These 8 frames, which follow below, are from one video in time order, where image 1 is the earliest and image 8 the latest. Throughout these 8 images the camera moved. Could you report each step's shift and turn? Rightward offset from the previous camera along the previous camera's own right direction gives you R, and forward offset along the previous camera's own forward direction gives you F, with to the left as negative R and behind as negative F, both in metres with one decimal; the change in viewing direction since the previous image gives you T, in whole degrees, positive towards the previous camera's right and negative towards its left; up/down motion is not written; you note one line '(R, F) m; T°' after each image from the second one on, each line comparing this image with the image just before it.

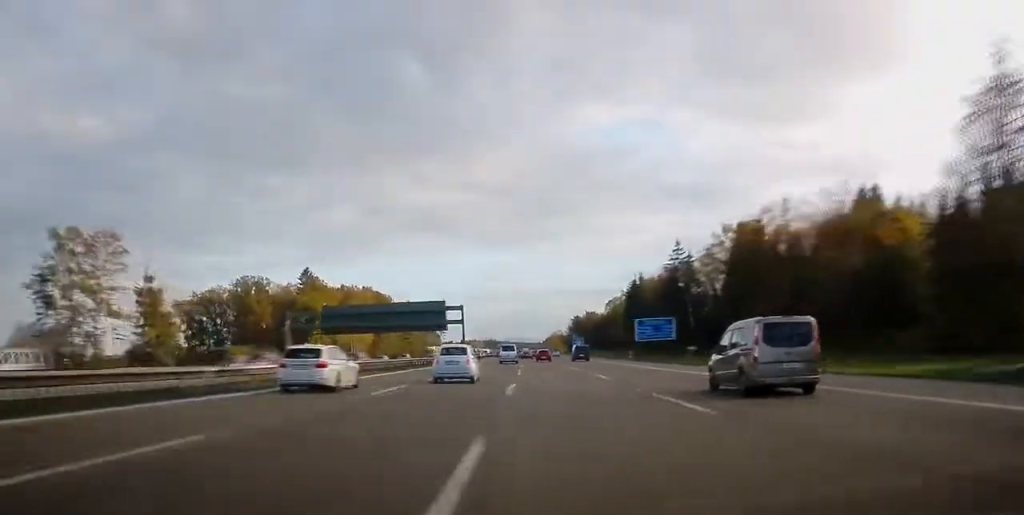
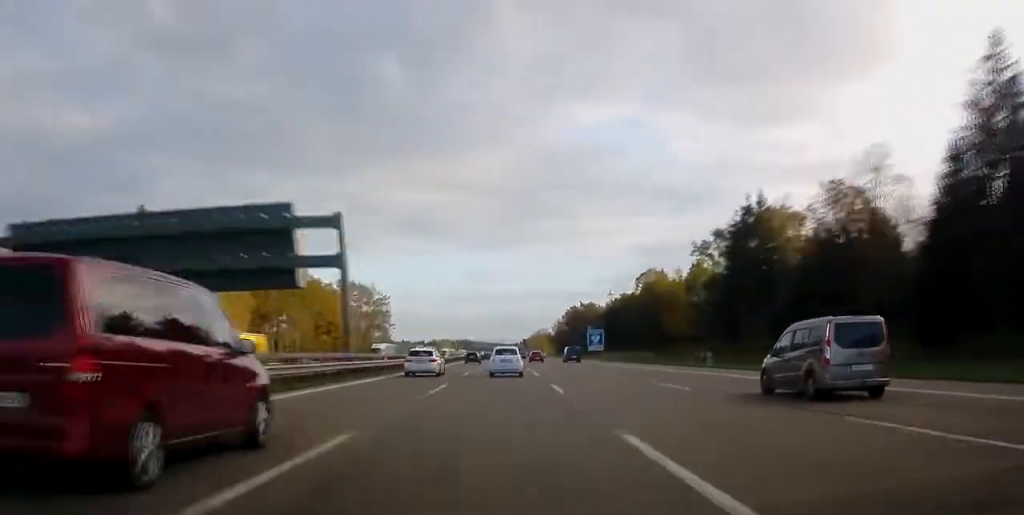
(+0.2, +91.6) m; 0°
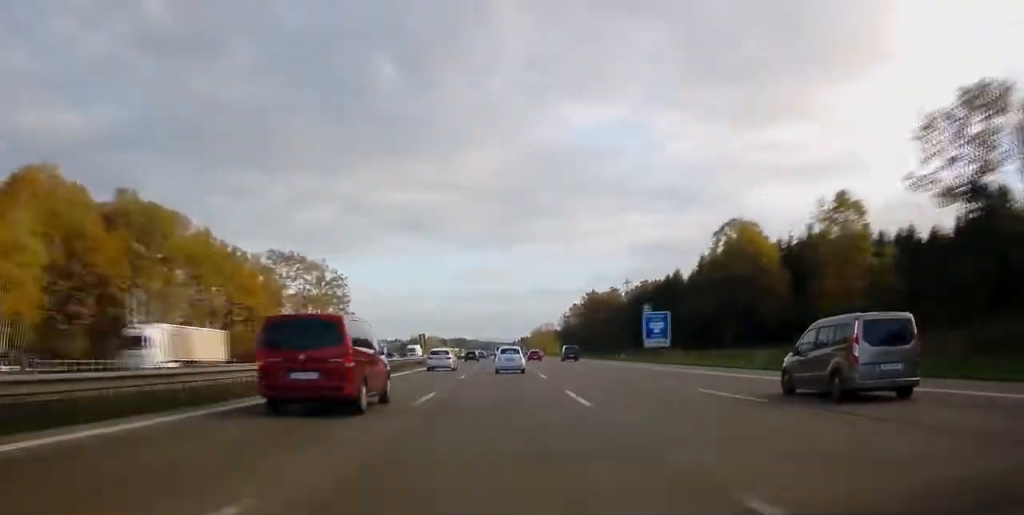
(+0.3, +61.6) m; 0°
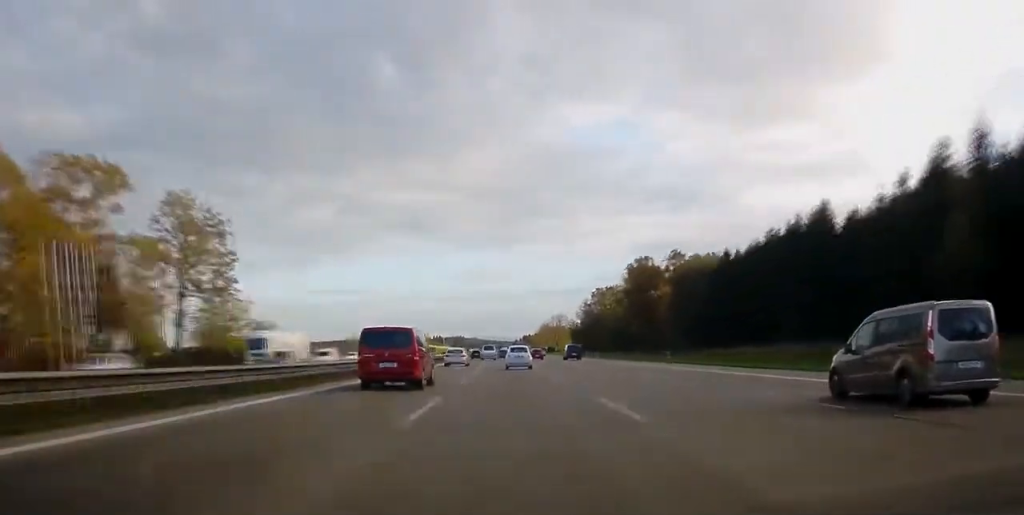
(+0.3, +75.8) m; 0°
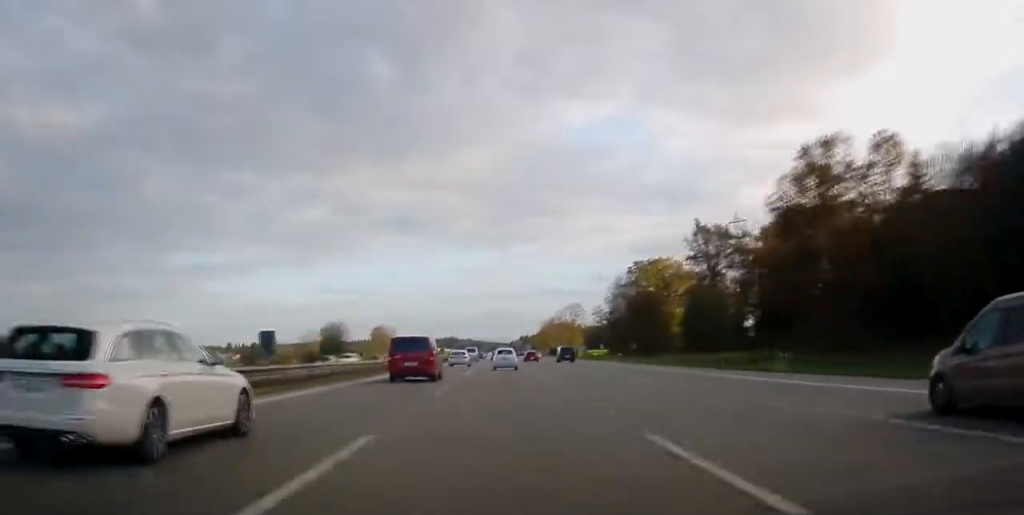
(+0.2, +80.6) m; 0°
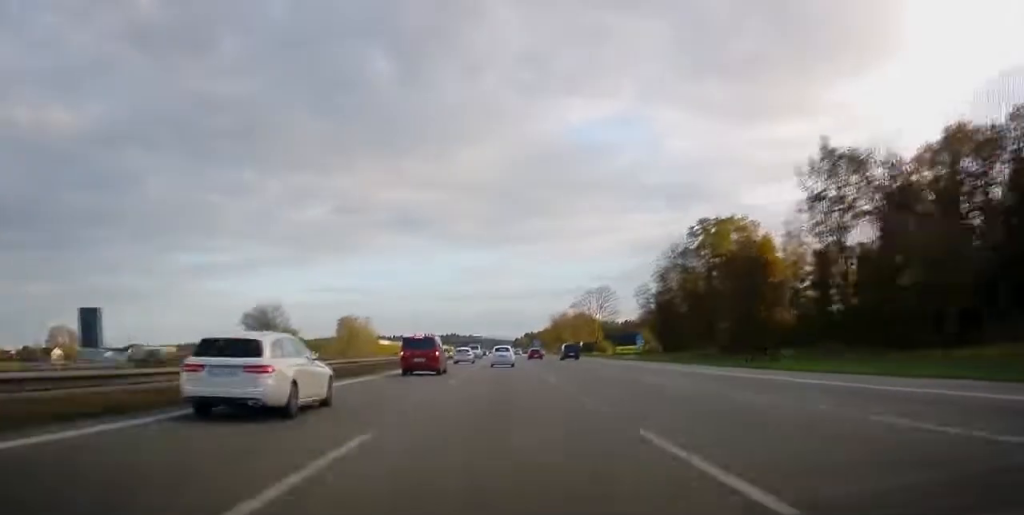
(-0.1, +52.0) m; 0°
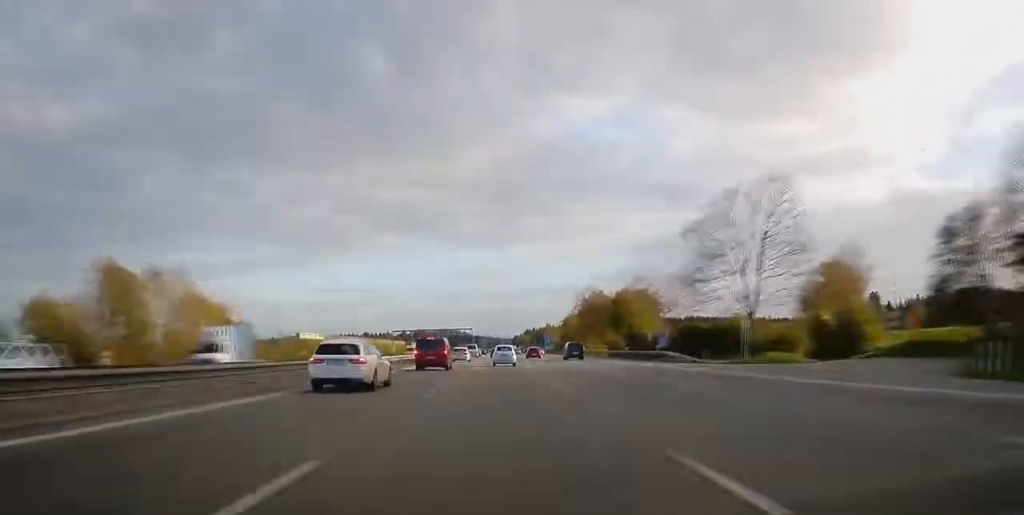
(-0.4, +106.9) m; 0°
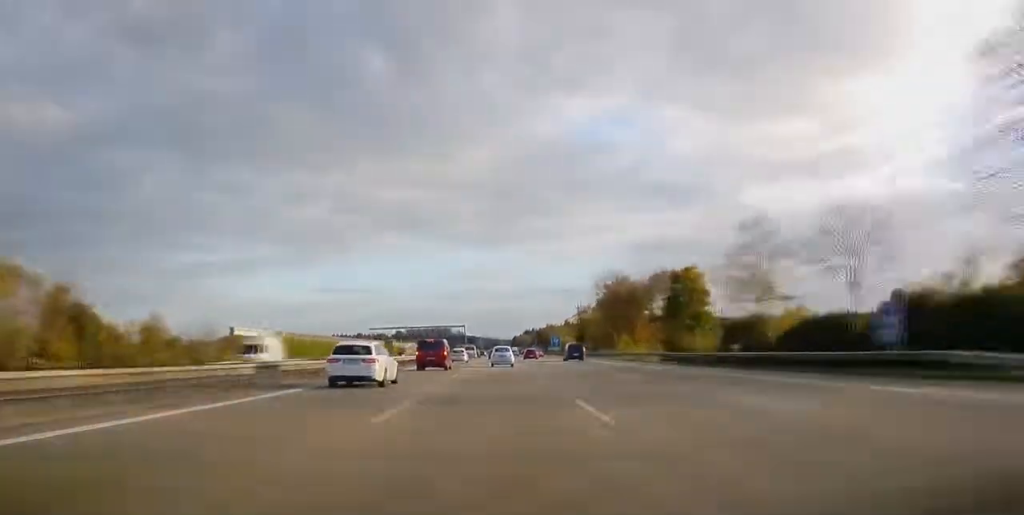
(-0.1, +44.7) m; 0°
